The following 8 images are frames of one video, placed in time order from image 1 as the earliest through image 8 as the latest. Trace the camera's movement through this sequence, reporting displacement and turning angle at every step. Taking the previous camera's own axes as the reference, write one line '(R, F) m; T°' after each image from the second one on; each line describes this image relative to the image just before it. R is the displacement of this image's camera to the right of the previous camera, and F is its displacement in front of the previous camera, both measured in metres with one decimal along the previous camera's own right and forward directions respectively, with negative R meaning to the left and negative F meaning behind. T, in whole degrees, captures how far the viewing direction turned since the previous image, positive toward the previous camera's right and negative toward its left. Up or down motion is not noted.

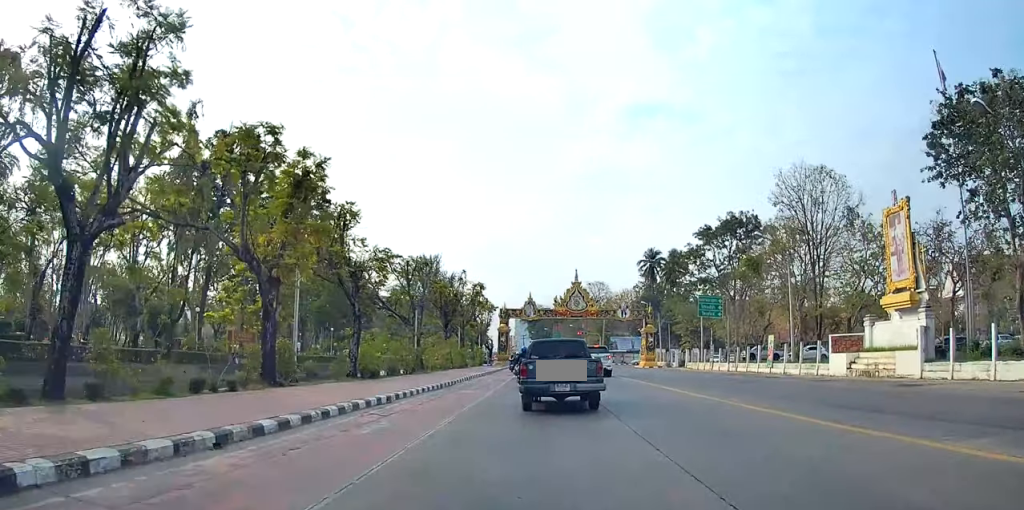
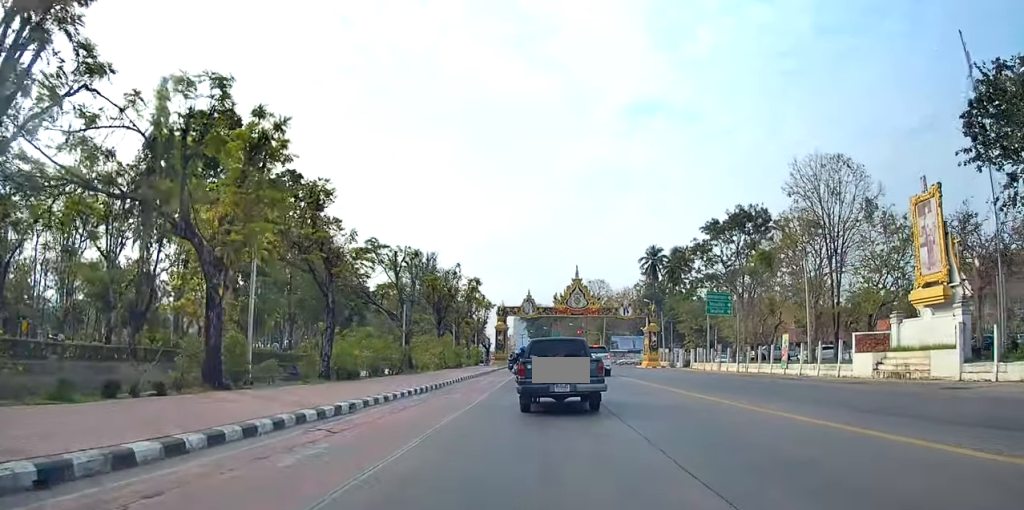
(0.0, +3.5) m; 0°
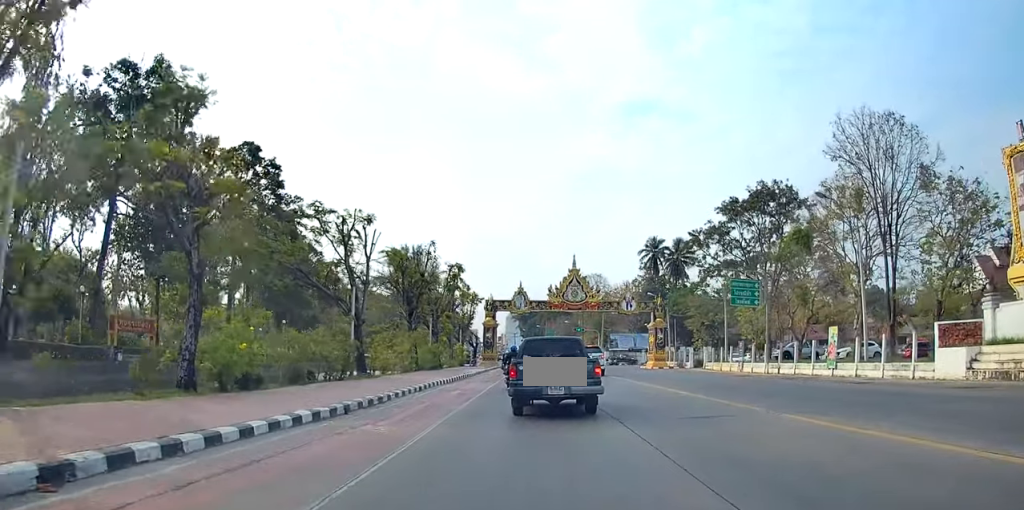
(+0.1, +9.7) m; +5°
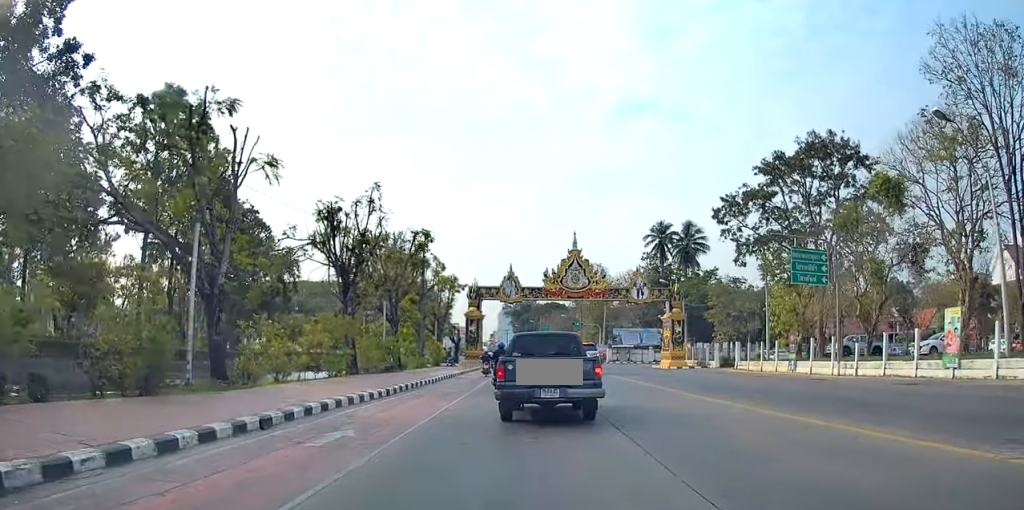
(-0.1, +13.8) m; -1°
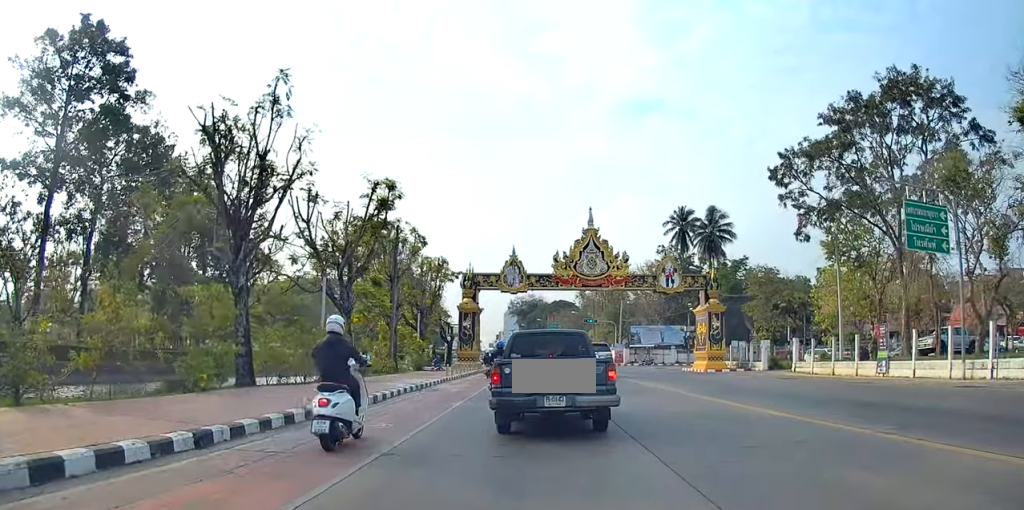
(0.0, +12.4) m; -1°
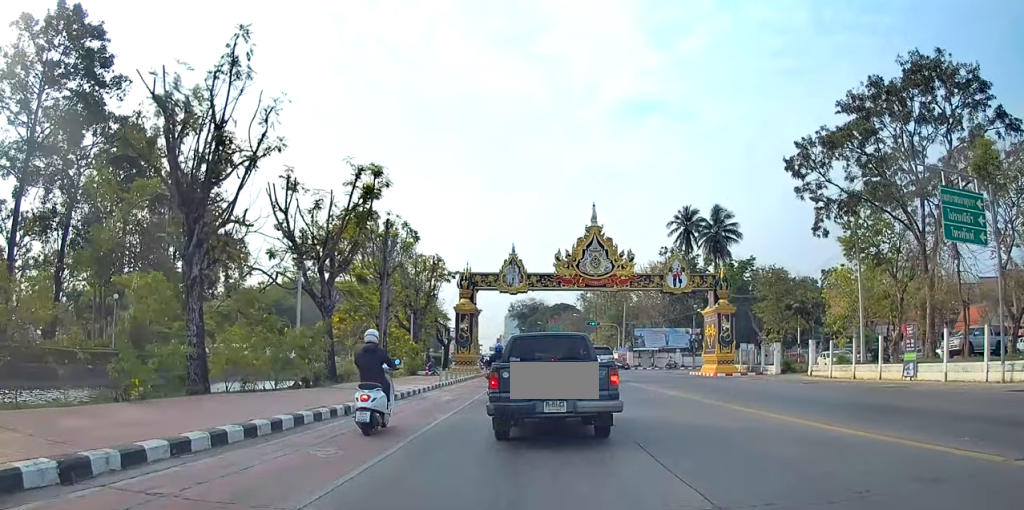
(+0.1, +3.1) m; 0°
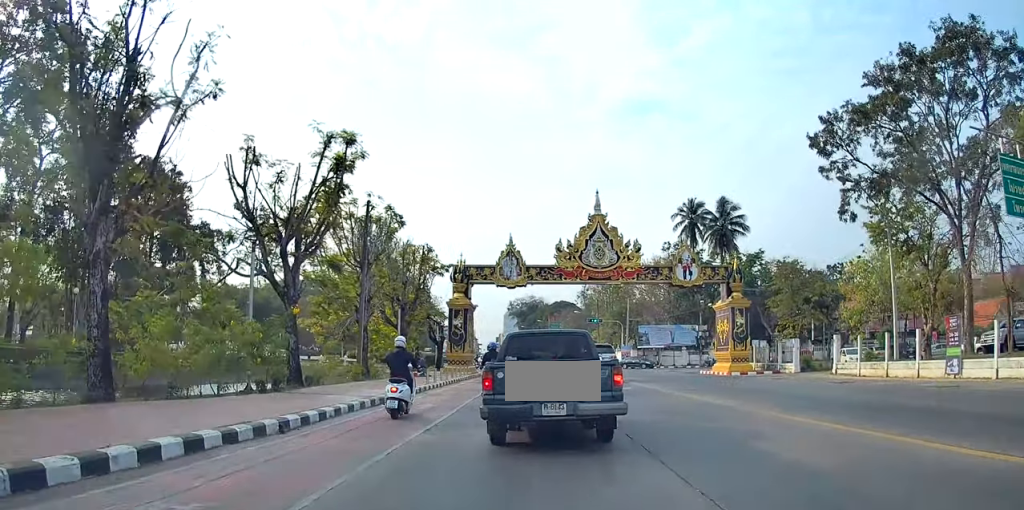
(+0.5, +4.4) m; 0°
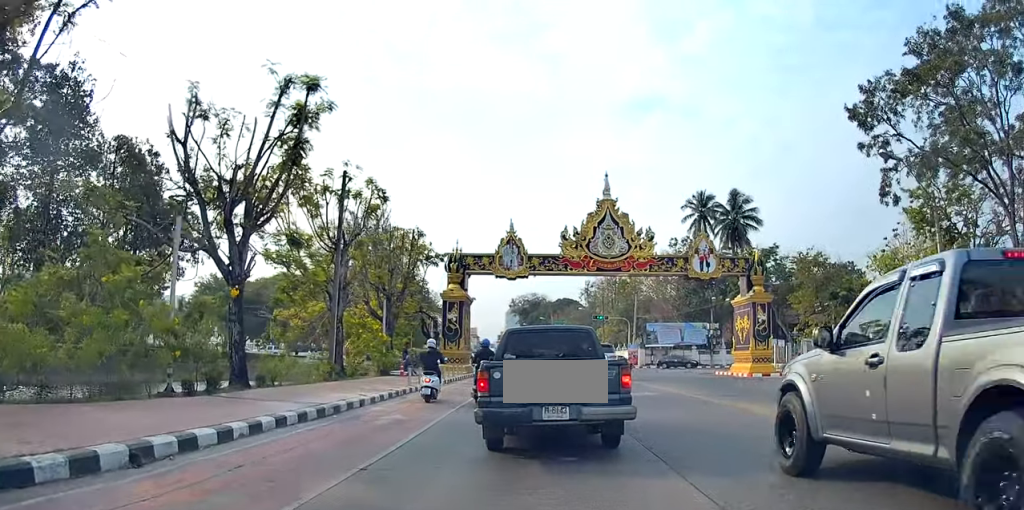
(-0.8, +4.9) m; -1°
